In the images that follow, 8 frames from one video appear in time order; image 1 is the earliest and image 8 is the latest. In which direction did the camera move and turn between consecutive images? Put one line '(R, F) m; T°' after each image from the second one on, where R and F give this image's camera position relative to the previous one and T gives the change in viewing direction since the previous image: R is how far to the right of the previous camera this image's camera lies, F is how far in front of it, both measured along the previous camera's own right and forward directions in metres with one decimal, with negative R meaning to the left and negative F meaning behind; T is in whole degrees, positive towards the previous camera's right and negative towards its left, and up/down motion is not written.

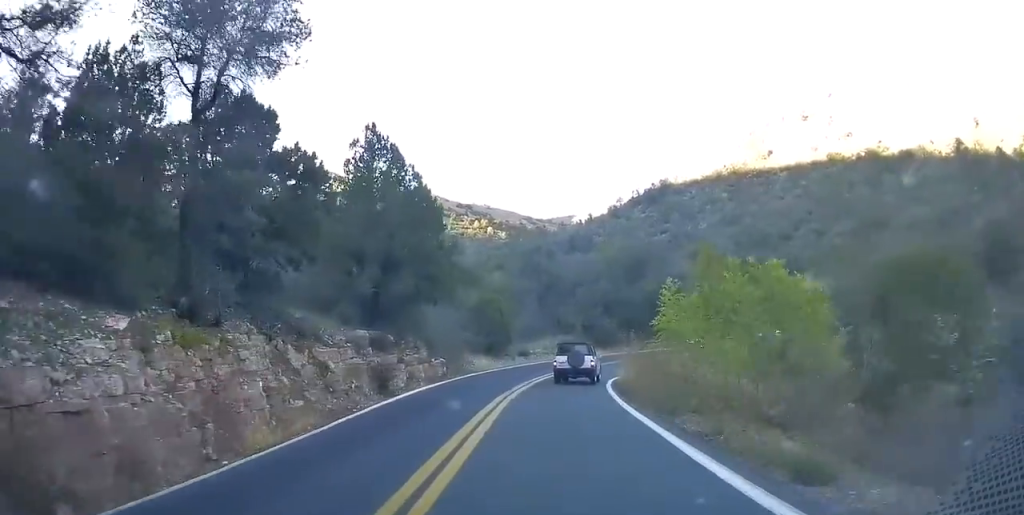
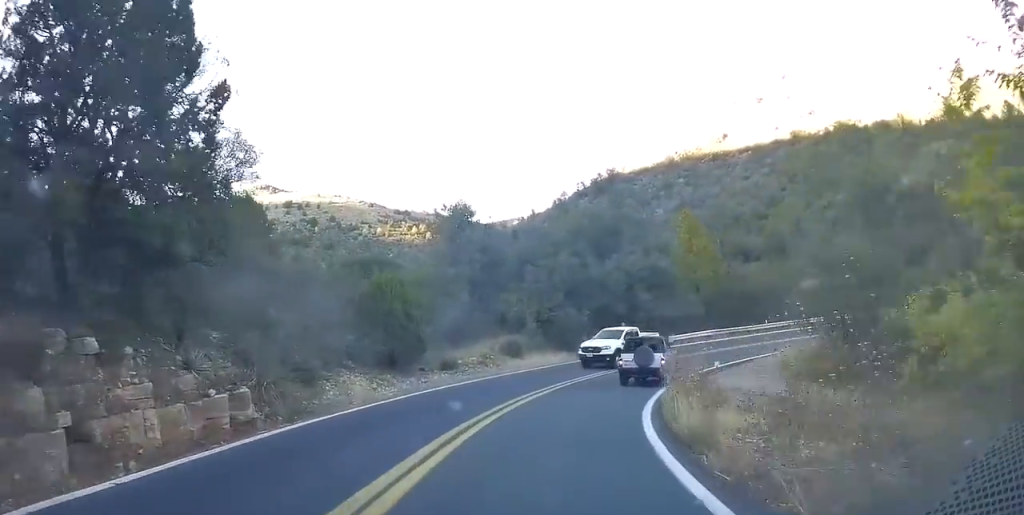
(+1.2, +17.6) m; +8°
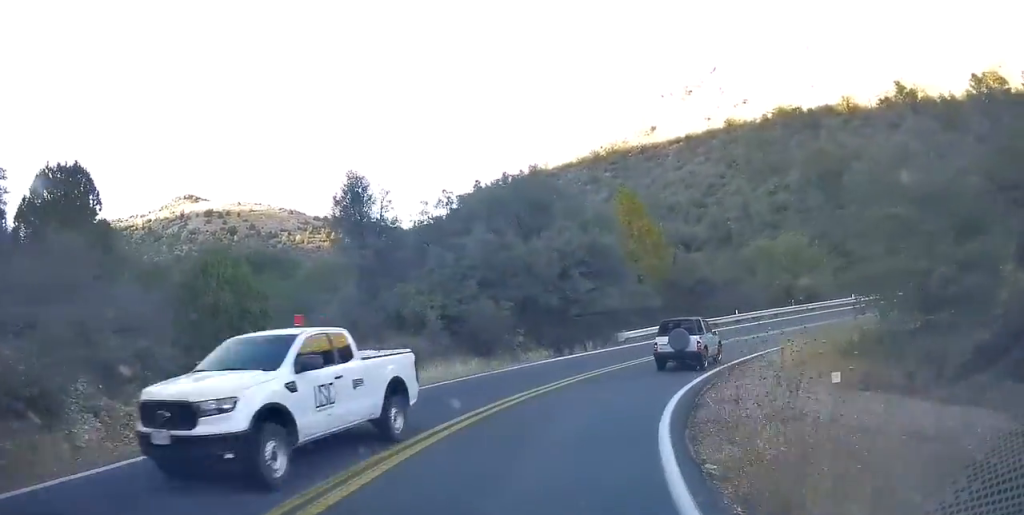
(+0.7, +9.7) m; +4°
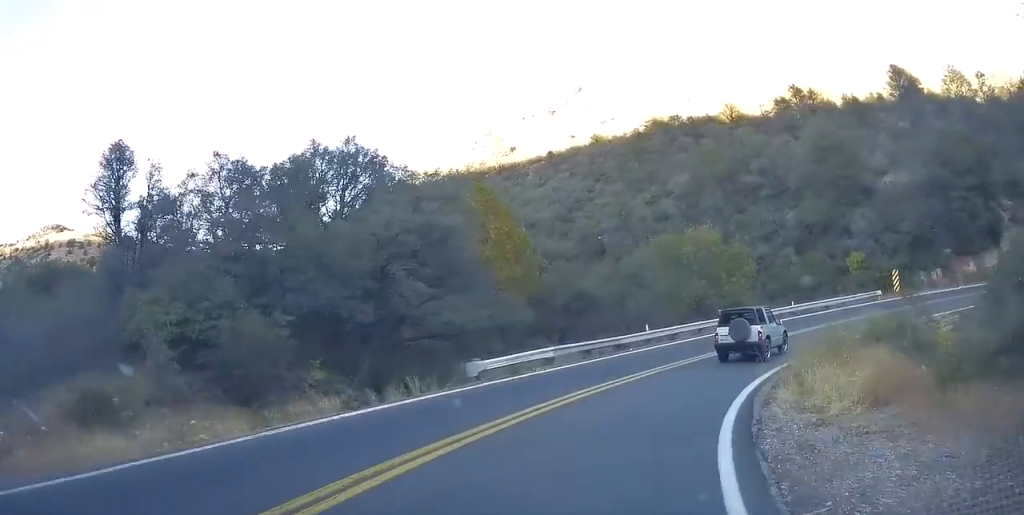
(+0.4, +12.1) m; +17°
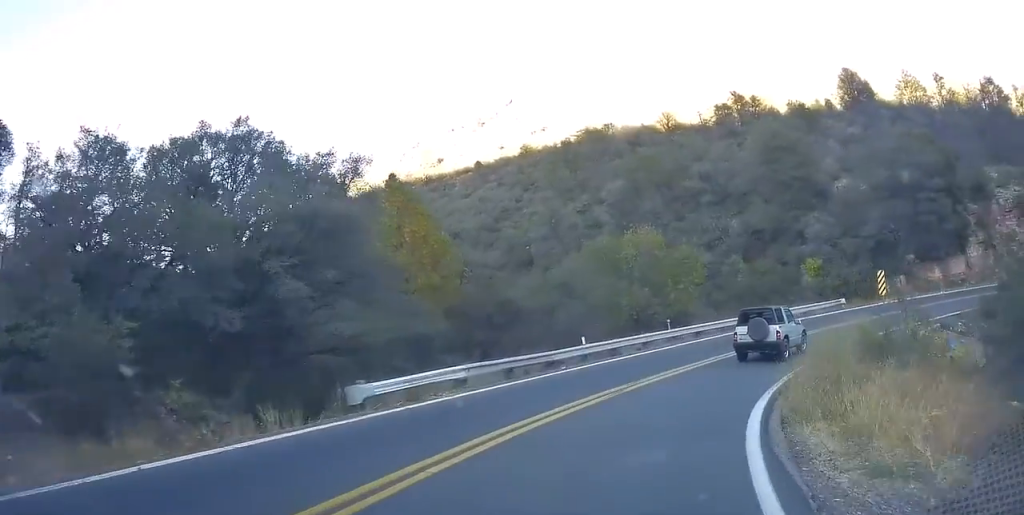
(+1.1, +4.4) m; +10°
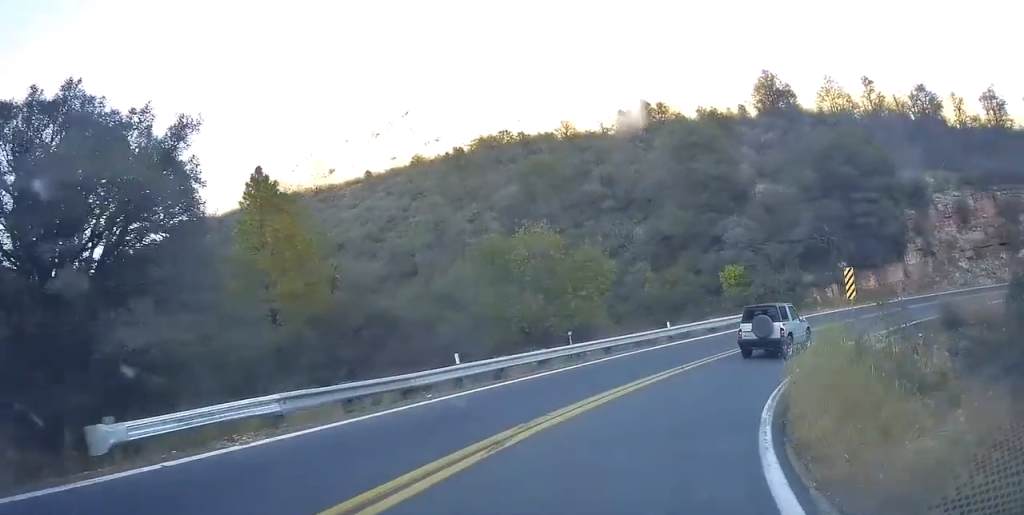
(+0.6, +5.4) m; +10°
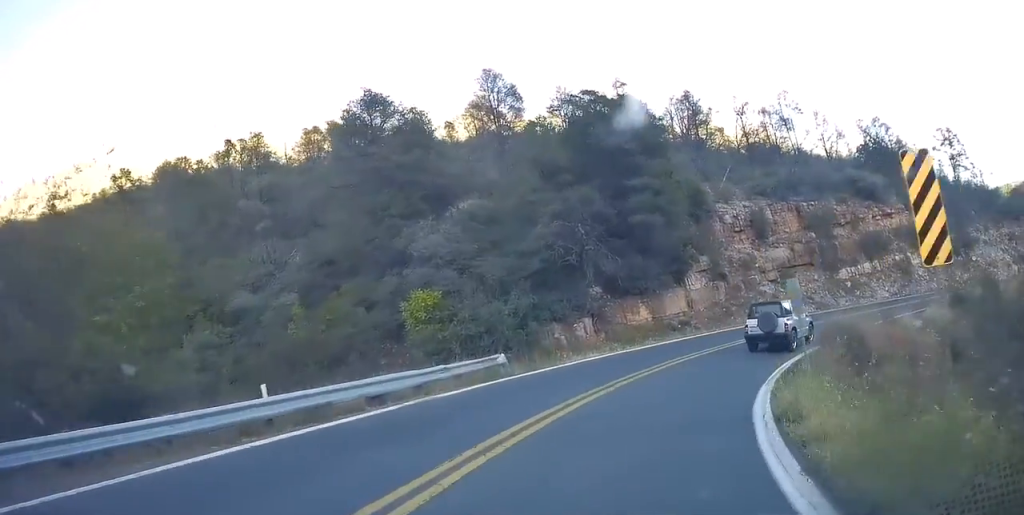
(+2.0, +14.4) m; +26°
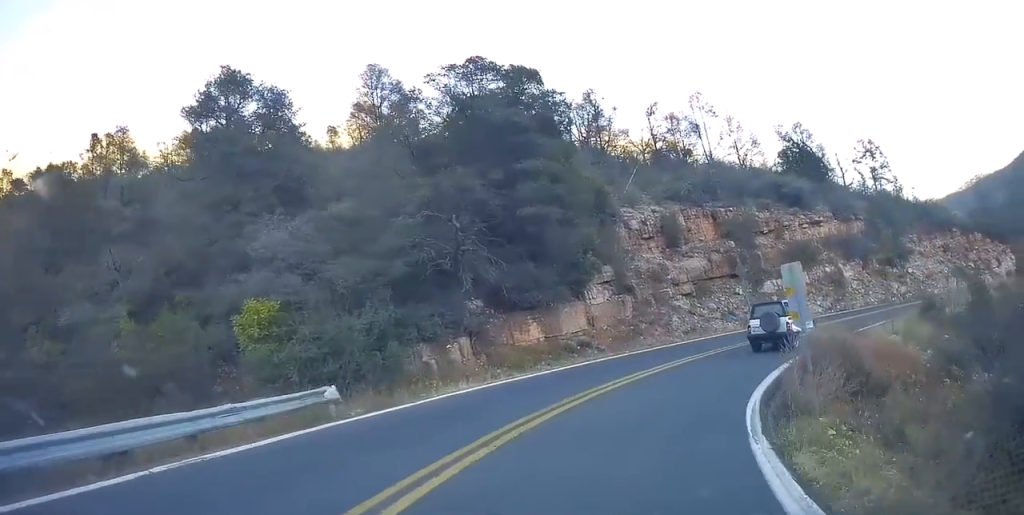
(+1.1, +5.0) m; +14°
